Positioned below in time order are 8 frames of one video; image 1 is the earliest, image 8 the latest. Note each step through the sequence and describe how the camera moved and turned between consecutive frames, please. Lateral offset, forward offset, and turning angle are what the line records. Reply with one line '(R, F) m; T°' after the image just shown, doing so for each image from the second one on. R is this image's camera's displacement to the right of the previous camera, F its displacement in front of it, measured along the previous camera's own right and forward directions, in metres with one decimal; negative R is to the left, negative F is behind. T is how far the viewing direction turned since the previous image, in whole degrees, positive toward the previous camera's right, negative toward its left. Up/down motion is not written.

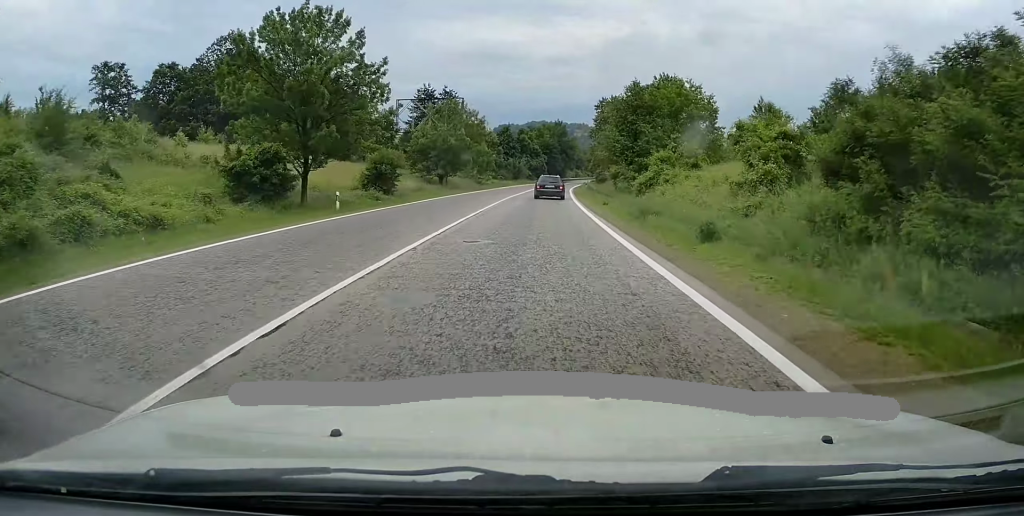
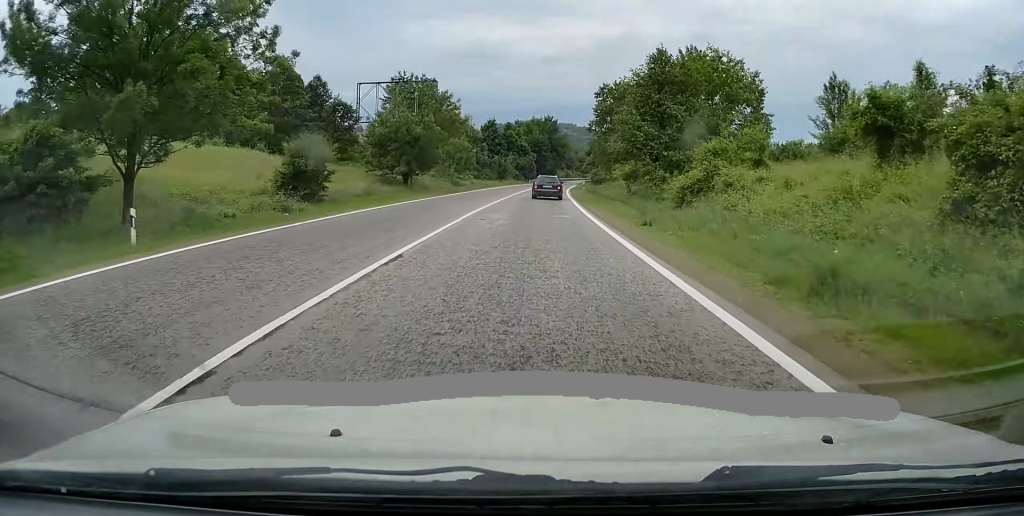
(+0.1, +13.4) m; +1°
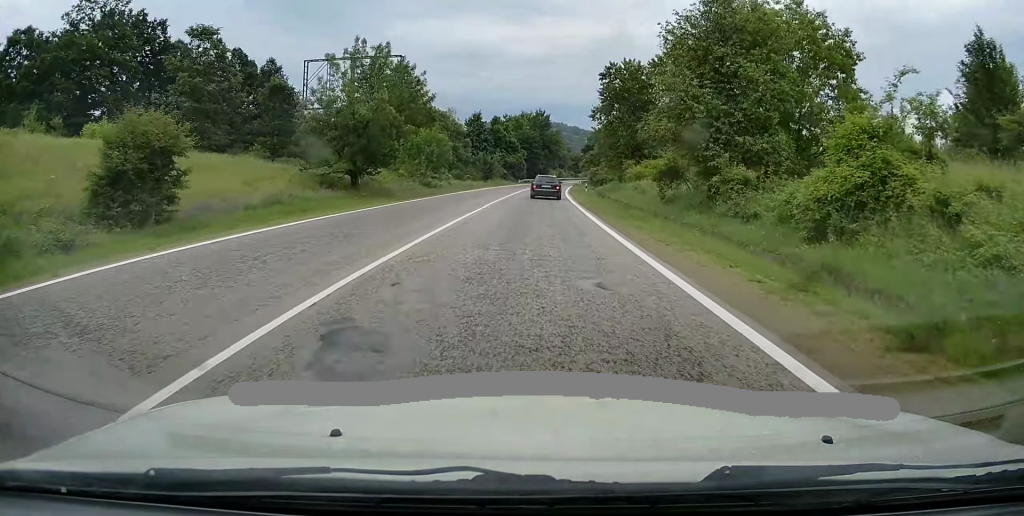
(0.0, +13.4) m; +1°
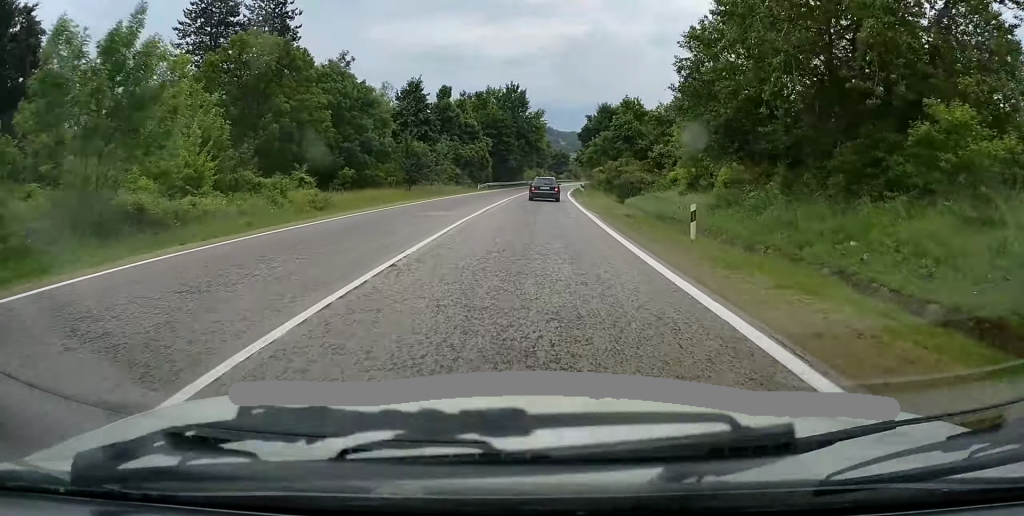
(+1.1, +42.0) m; +3°
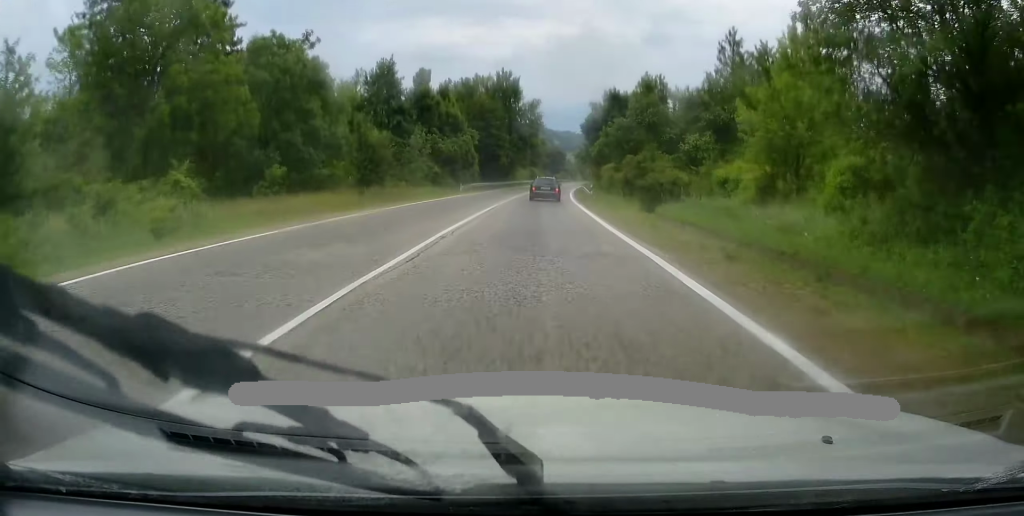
(+0.2, +12.0) m; +1°
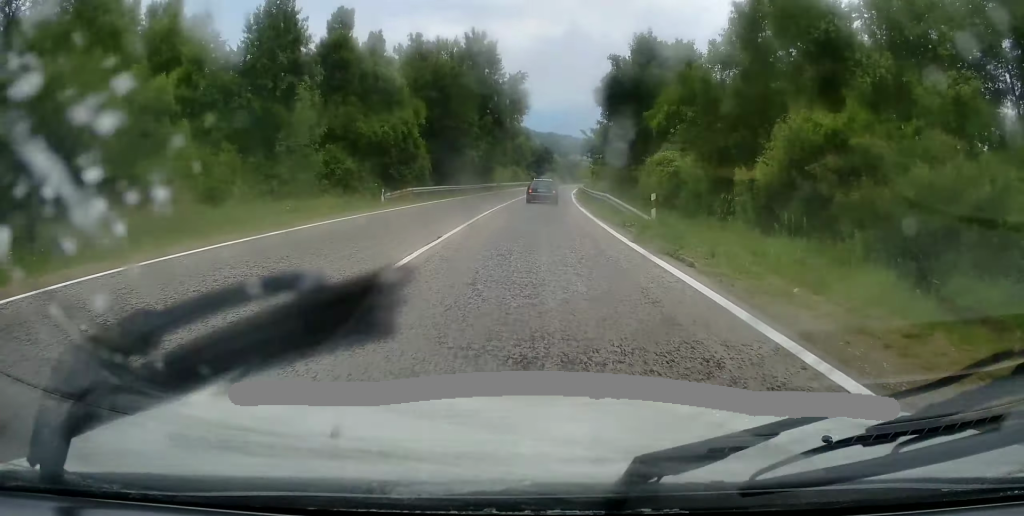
(0.0, +24.8) m; +1°
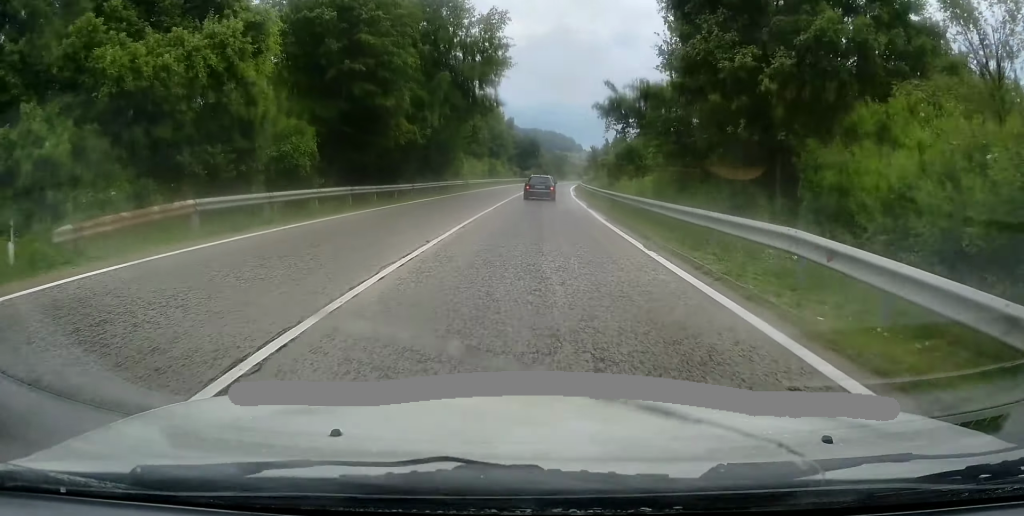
(+0.4, +22.4) m; +2°
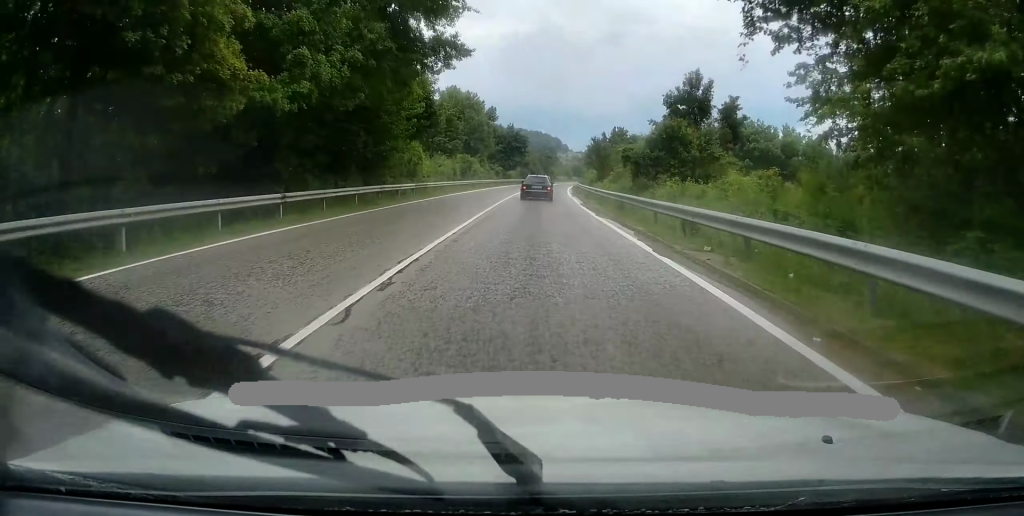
(+0.3, +17.6) m; +2°
